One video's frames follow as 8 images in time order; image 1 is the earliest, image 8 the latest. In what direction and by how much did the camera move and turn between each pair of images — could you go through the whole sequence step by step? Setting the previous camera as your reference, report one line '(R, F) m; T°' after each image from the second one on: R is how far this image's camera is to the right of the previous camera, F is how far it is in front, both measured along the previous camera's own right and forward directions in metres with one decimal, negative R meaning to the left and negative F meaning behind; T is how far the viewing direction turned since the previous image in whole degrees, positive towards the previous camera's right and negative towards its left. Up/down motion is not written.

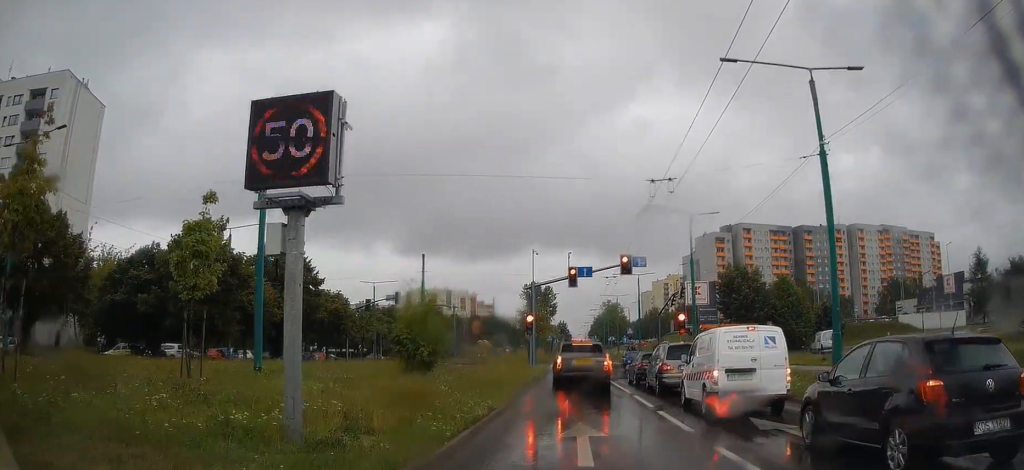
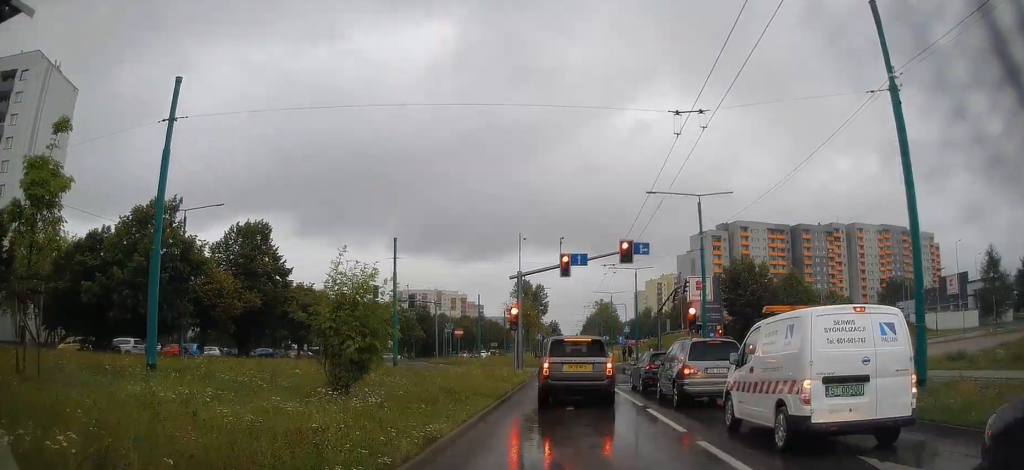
(0.0, +4.4) m; +4°
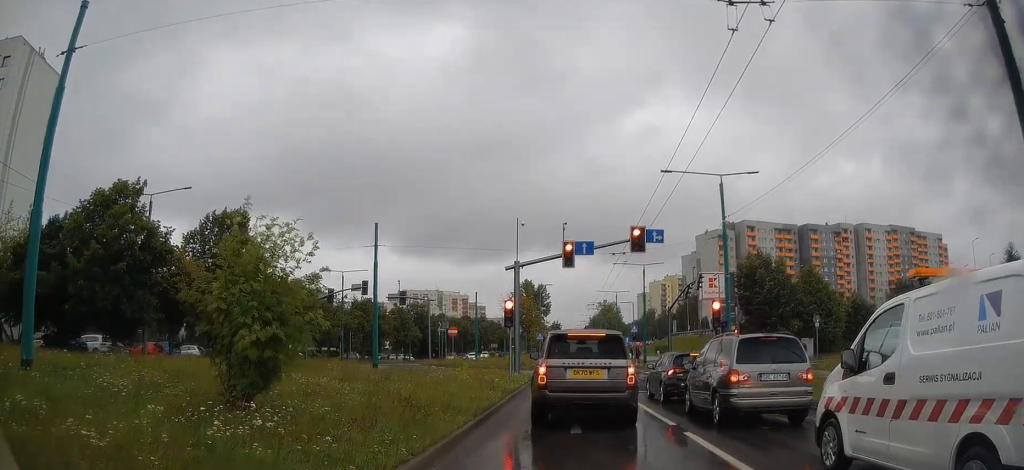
(+0.3, +3.4) m; +4°
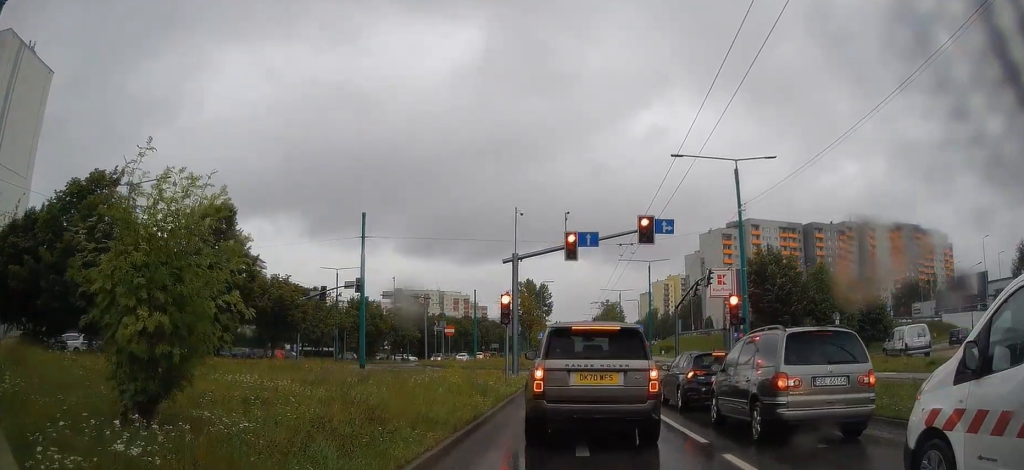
(-0.1, +1.7) m; 0°
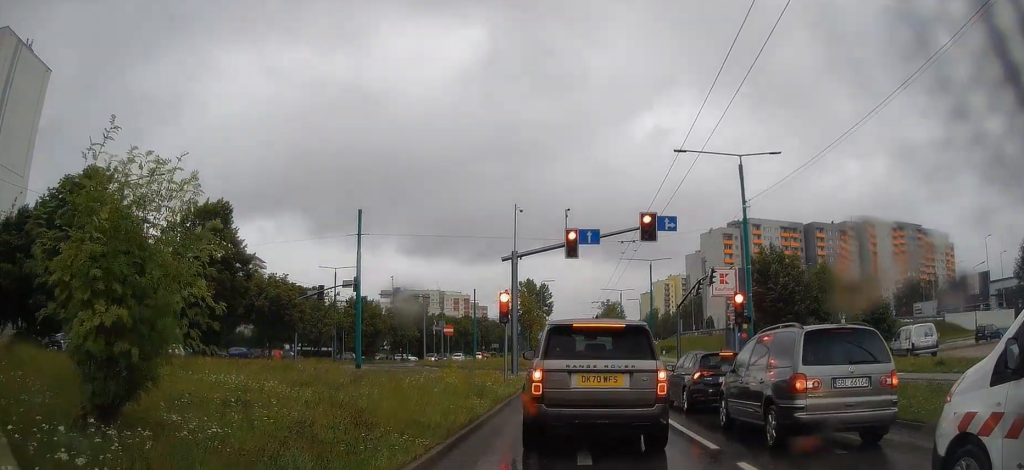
(+0.1, +0.4) m; 0°
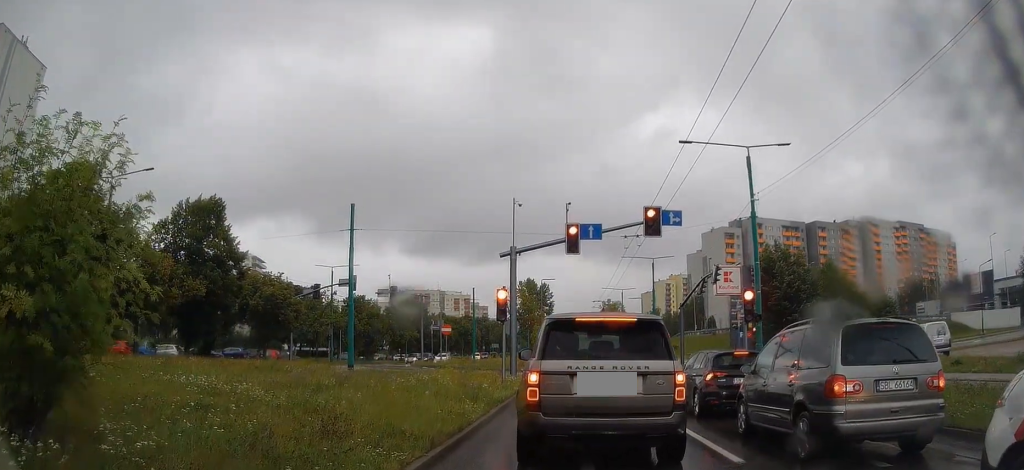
(0.0, +0.7) m; 0°
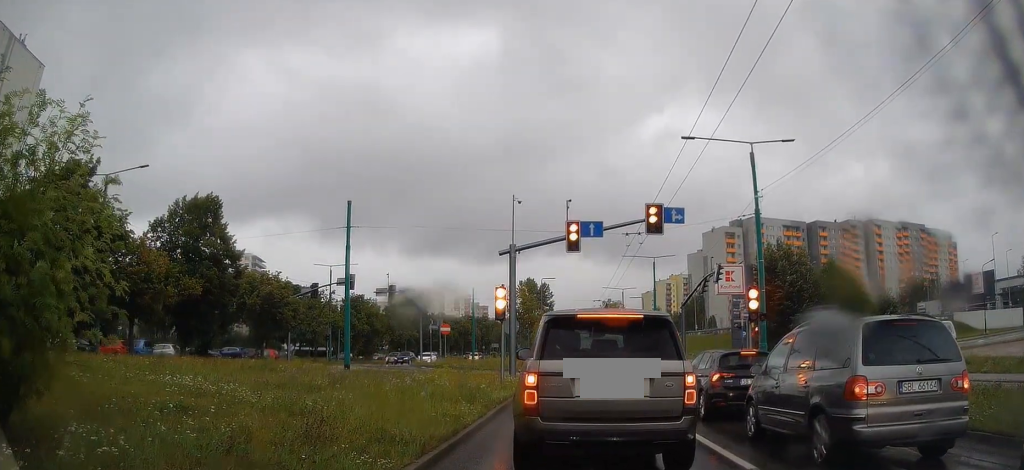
(0.0, +0.1) m; 0°
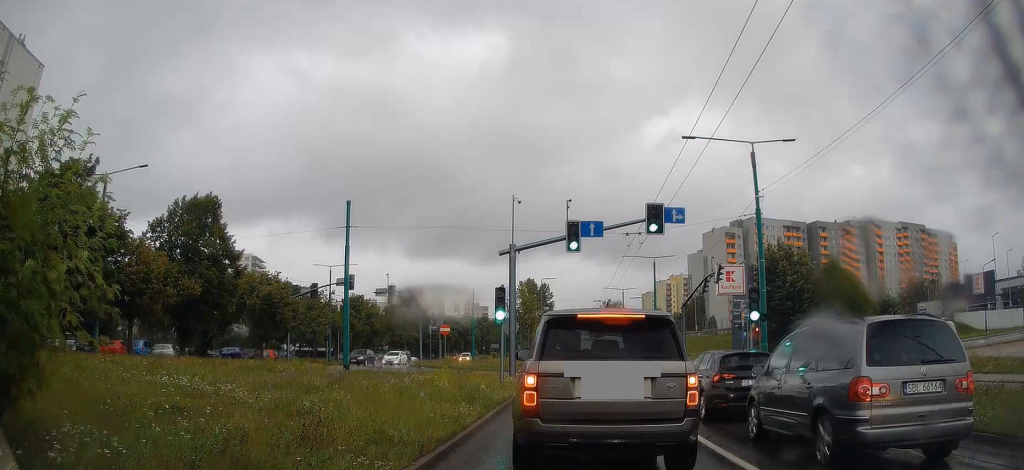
(0.0, 0.0) m; 0°
